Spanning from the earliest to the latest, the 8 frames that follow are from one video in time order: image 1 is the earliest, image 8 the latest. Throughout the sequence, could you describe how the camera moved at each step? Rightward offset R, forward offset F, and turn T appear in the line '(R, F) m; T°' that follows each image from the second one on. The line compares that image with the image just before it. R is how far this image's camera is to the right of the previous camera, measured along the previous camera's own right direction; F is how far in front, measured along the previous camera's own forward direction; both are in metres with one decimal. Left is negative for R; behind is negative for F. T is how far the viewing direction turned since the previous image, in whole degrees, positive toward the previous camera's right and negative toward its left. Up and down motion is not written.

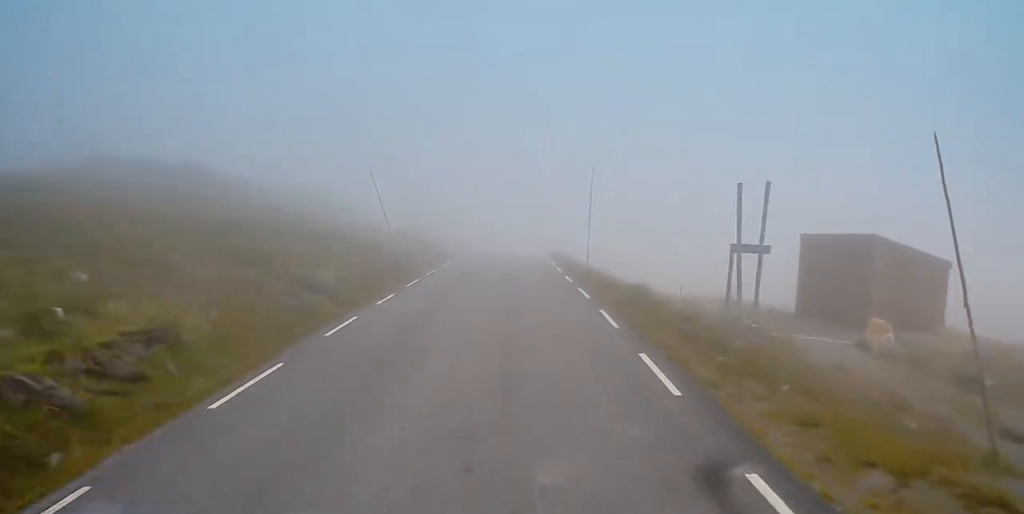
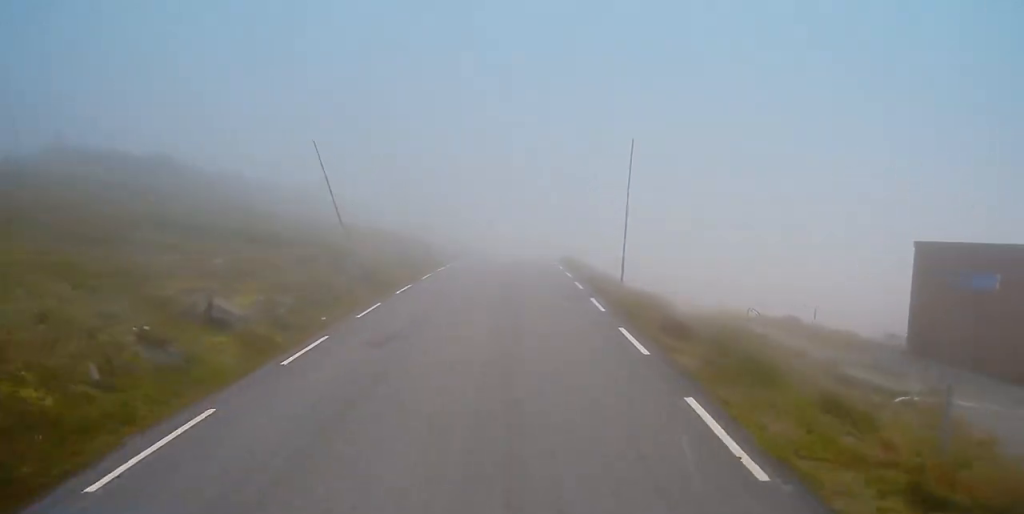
(0.0, +9.1) m; 0°
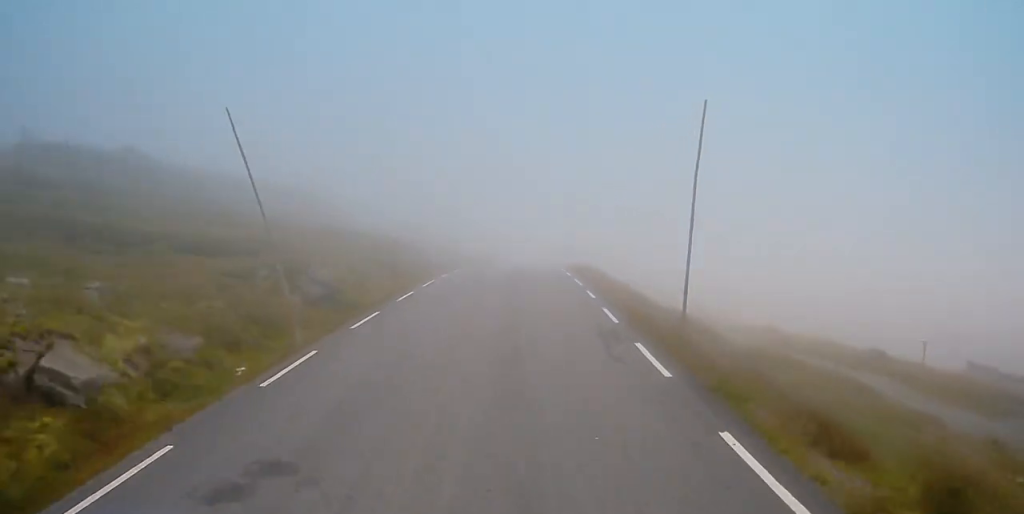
(0.0, +7.3) m; 0°
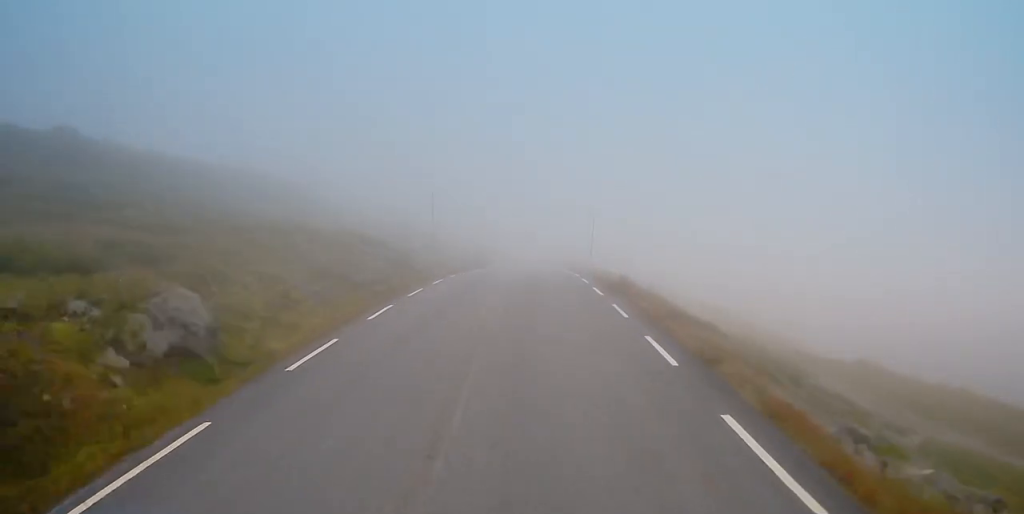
(0.0, +11.2) m; 0°
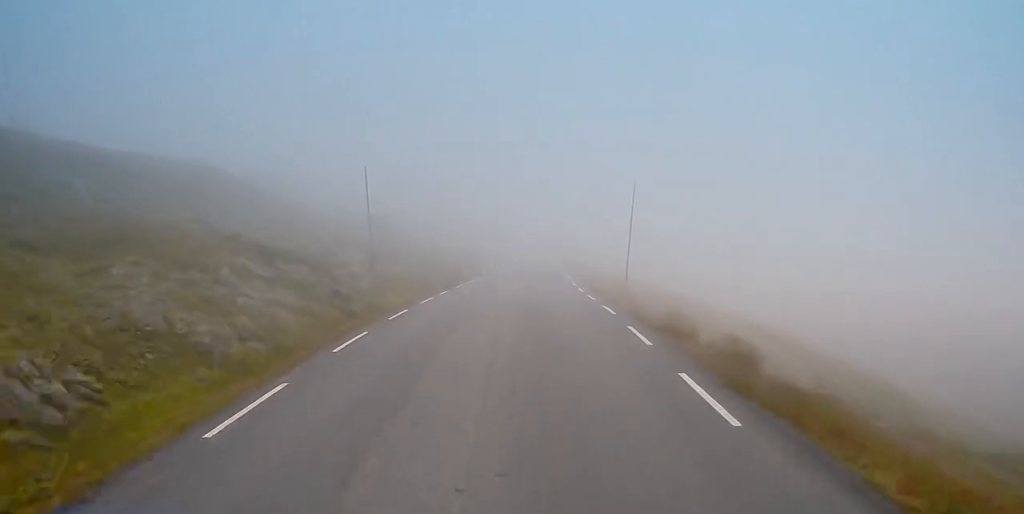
(0.0, +15.0) m; 0°
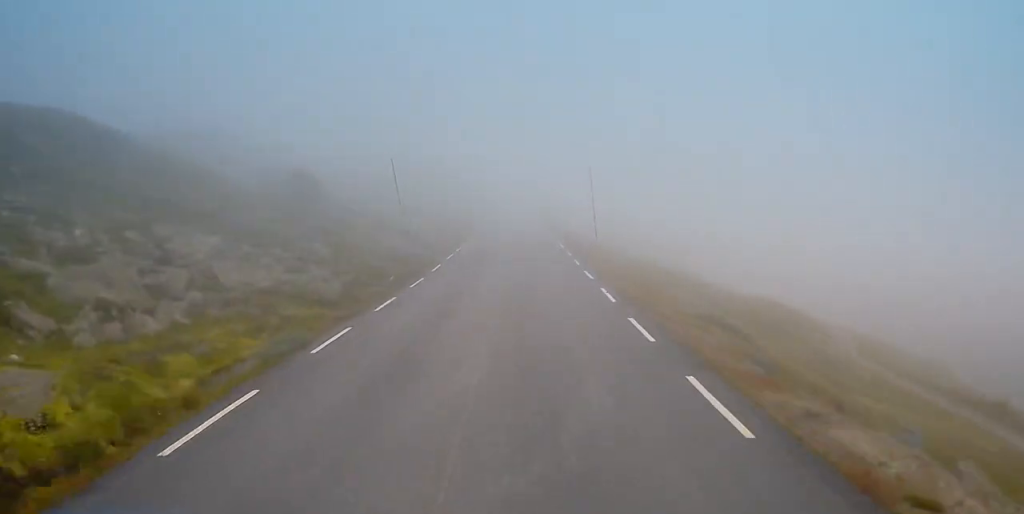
(0.0, +25.2) m; 0°
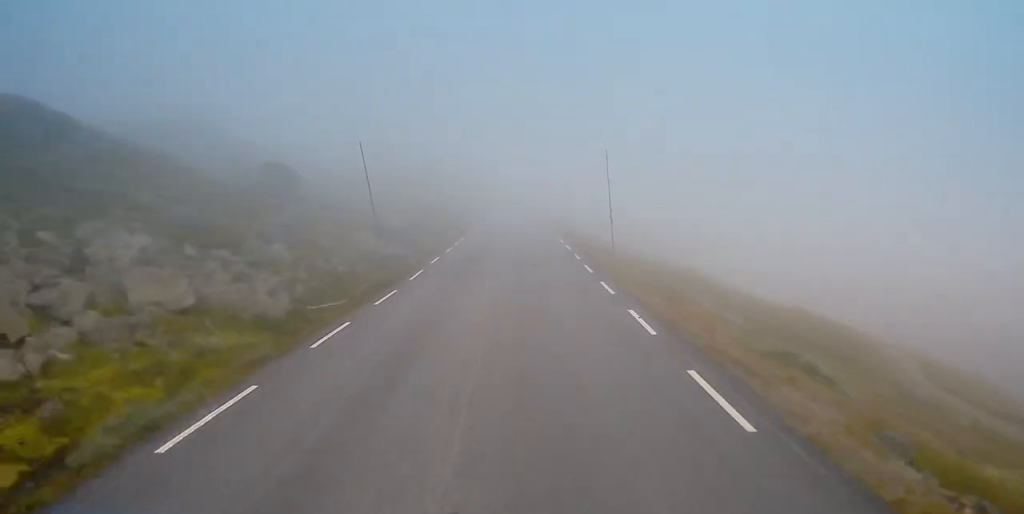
(0.0, +6.2) m; 0°
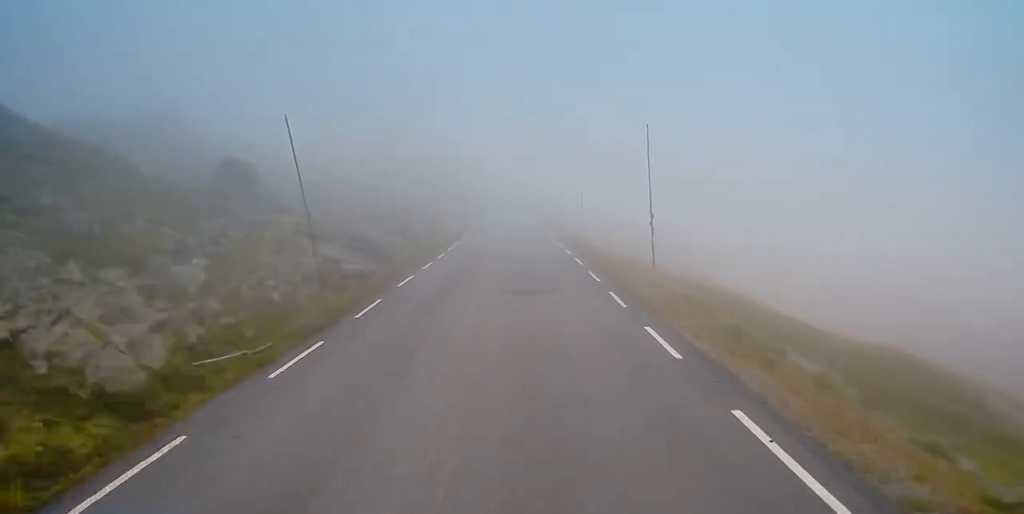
(0.0, +8.5) m; +2°
